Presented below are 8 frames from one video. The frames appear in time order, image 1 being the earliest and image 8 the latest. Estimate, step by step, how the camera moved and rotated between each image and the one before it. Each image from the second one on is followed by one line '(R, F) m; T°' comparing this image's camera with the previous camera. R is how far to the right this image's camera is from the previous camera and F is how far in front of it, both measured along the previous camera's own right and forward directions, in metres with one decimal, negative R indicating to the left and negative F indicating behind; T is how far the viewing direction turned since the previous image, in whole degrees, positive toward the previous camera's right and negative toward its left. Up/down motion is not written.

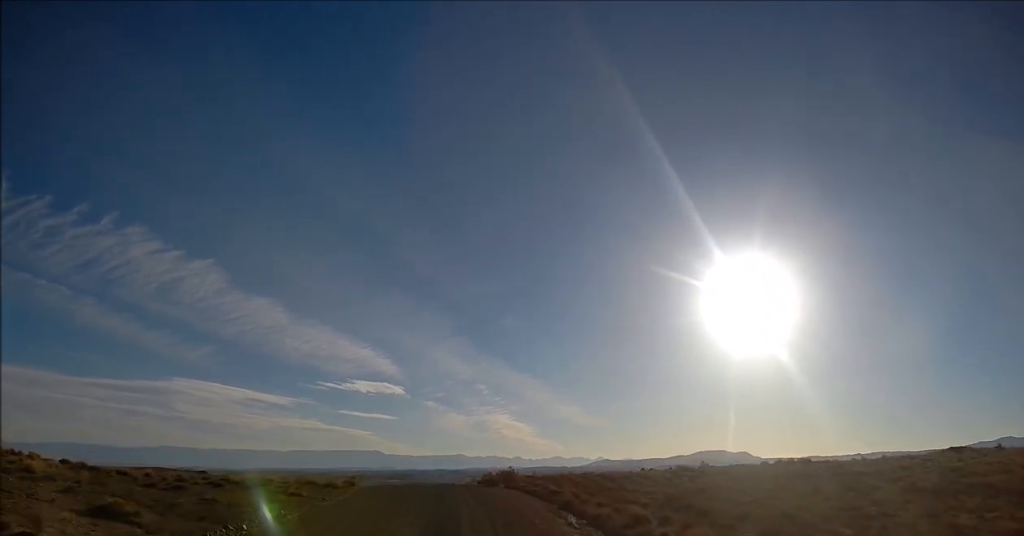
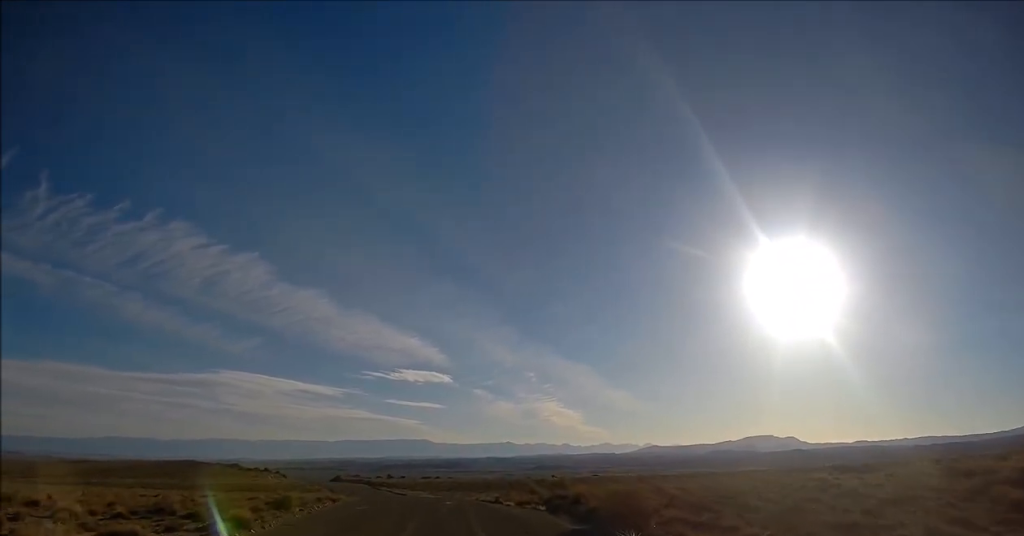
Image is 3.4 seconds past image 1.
(-1.1, +28.8) m; -5°
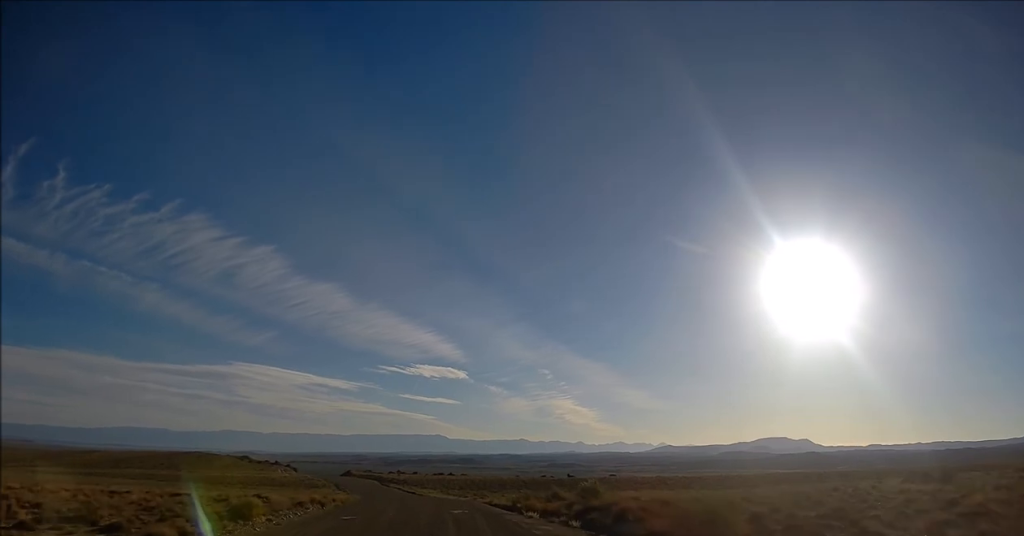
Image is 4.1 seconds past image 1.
(-0.1, +6.0) m; -1°
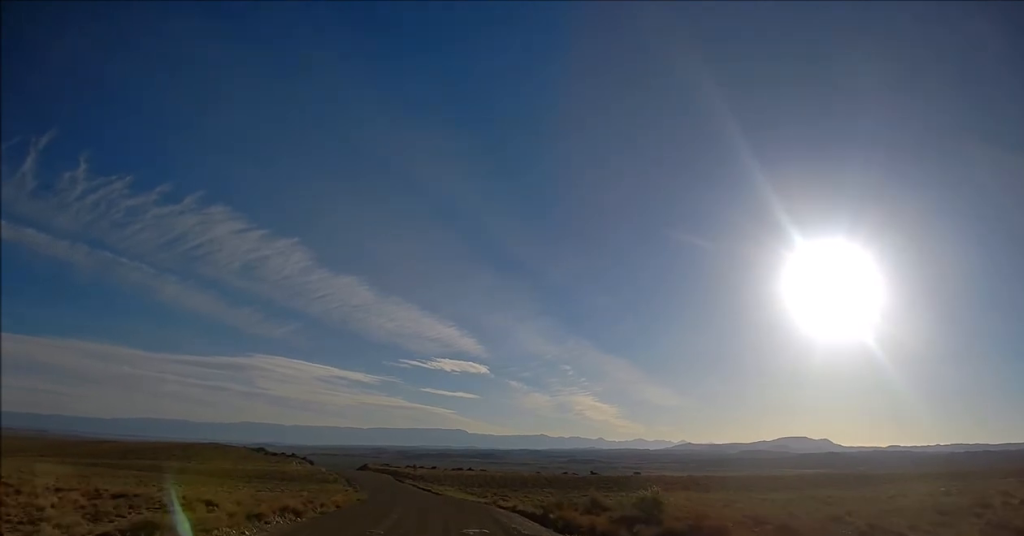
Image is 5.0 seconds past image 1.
(-0.2, +8.2) m; -1°
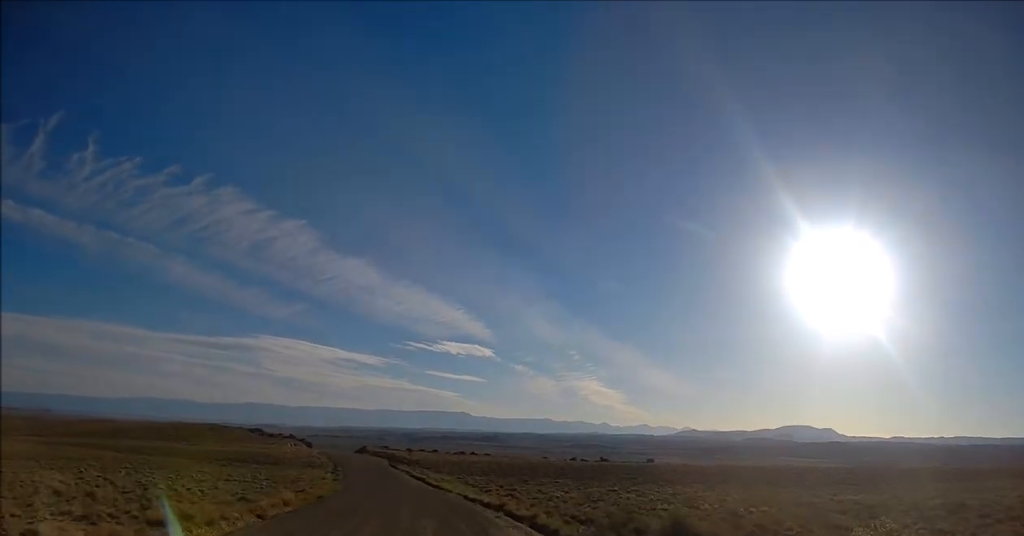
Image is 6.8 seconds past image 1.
(0.0, +14.9) m; 0°
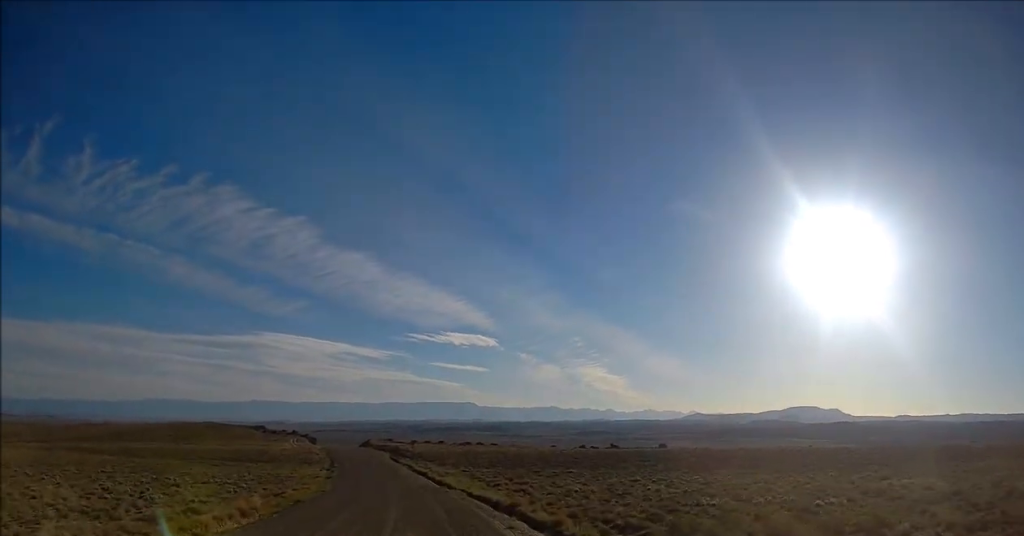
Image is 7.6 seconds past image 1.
(0.0, +6.4) m; -1°
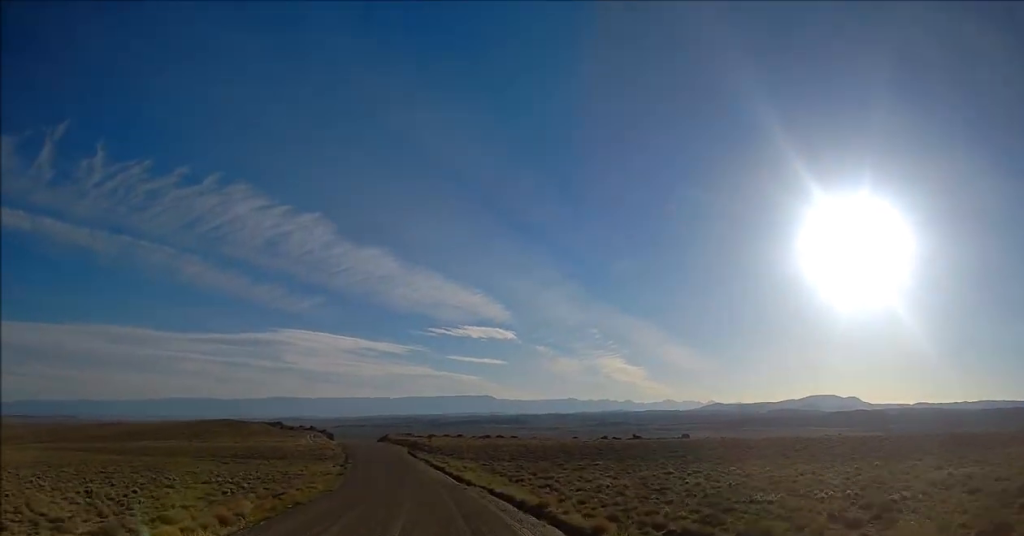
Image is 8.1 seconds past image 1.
(0.0, +4.0) m; -2°
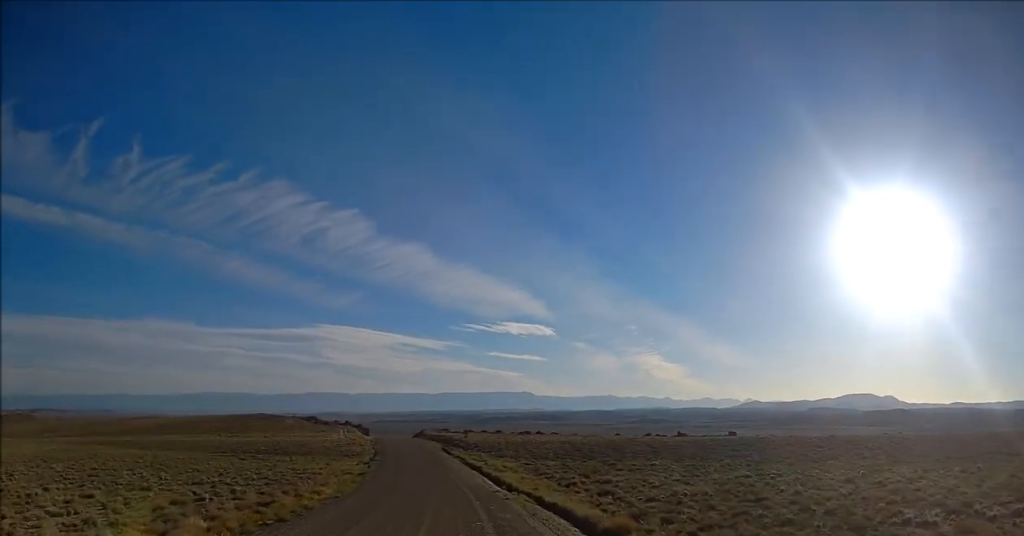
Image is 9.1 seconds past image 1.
(-0.3, +8.3) m; -3°
